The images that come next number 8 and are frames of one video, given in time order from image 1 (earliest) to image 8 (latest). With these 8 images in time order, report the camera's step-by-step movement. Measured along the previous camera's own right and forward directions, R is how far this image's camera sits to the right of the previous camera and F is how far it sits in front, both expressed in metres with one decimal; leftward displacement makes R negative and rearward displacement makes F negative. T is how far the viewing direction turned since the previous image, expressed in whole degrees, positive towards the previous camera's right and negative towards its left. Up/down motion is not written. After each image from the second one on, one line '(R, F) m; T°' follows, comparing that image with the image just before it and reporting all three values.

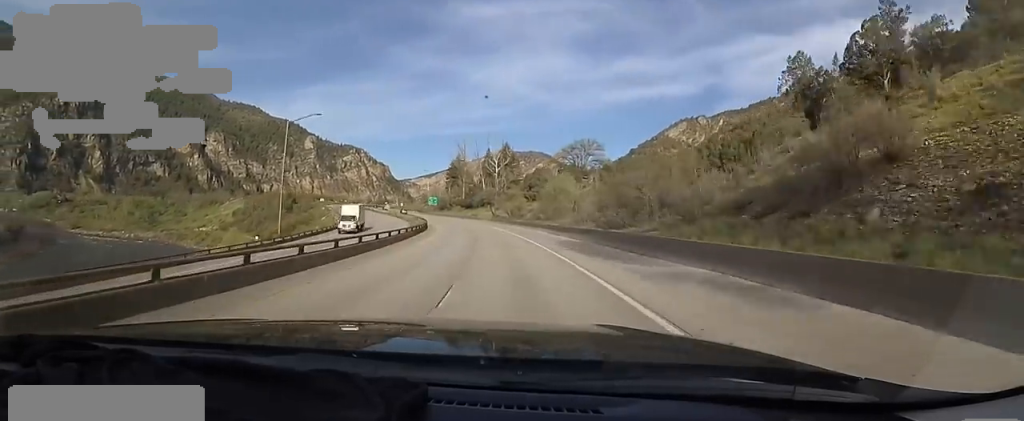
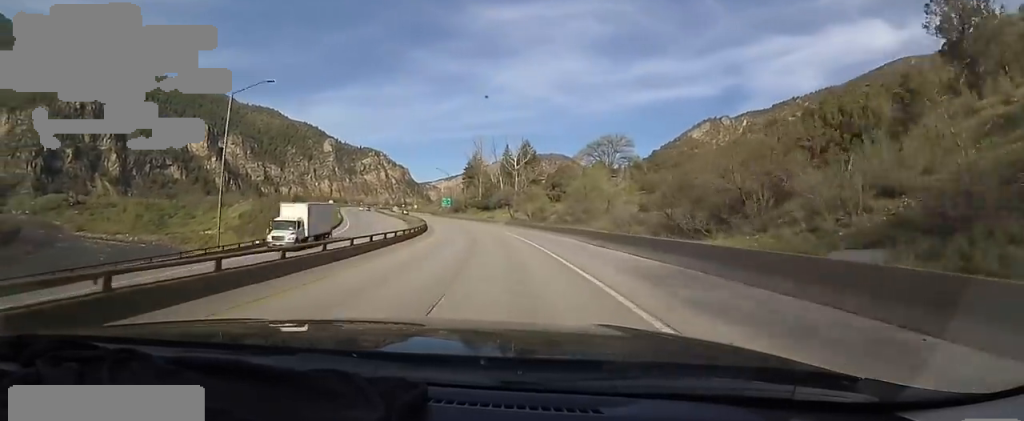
(-0.1, +13.3) m; -2°
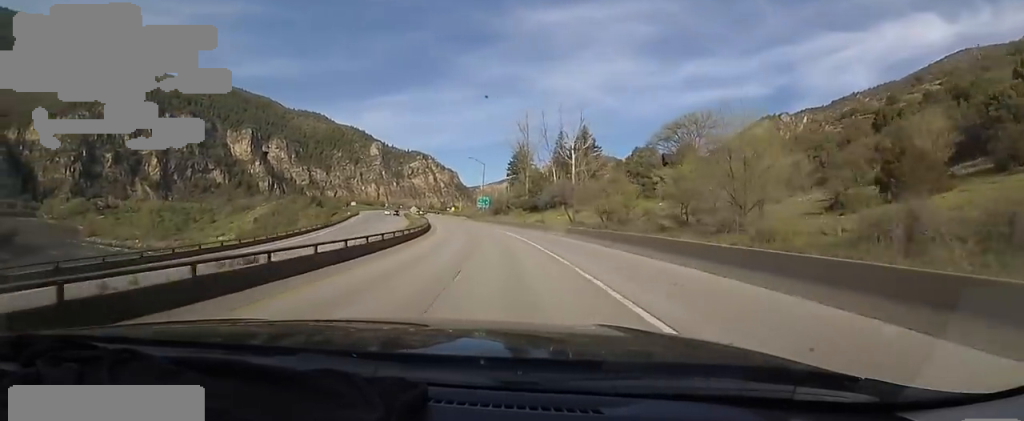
(-1.2, +31.8) m; -5°
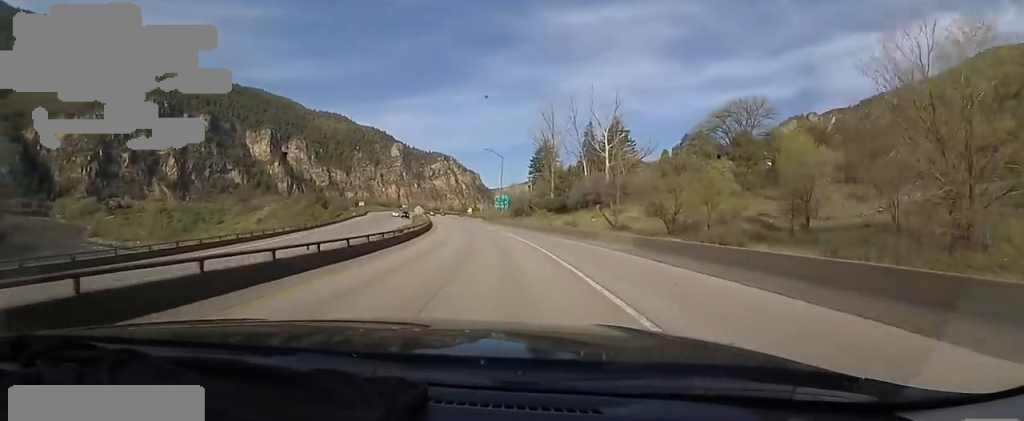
(-0.3, +15.2) m; -3°
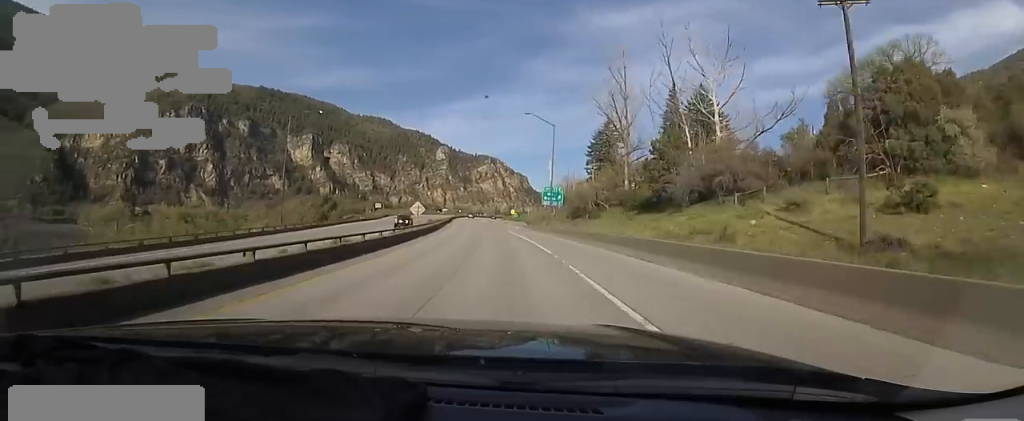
(-2.1, +32.2) m; -7°
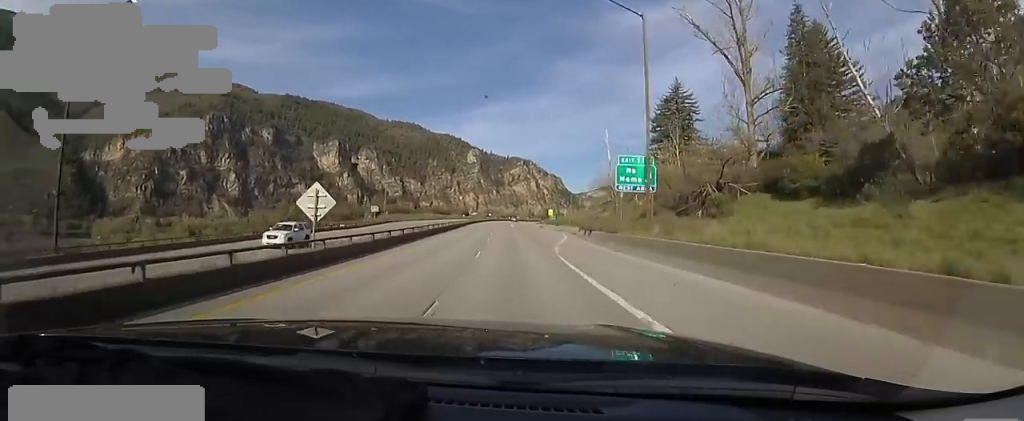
(-0.6, +31.6) m; -2°
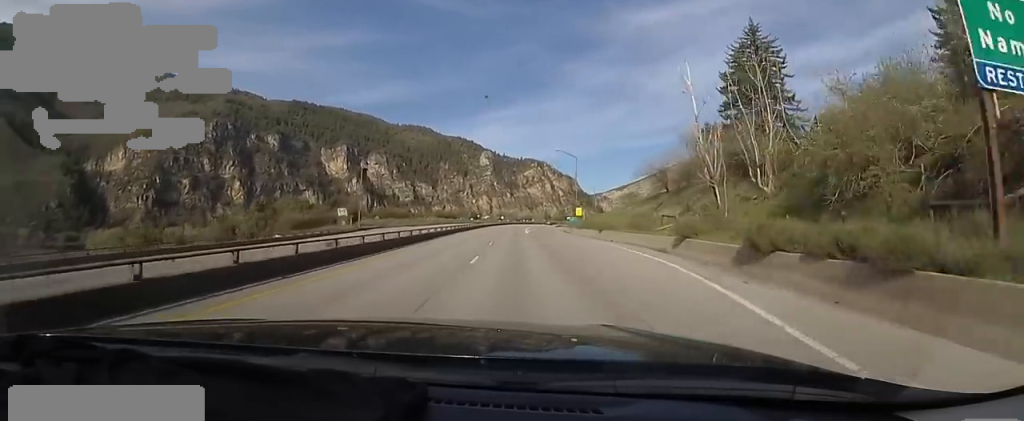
(-0.9, +26.4) m; -3°
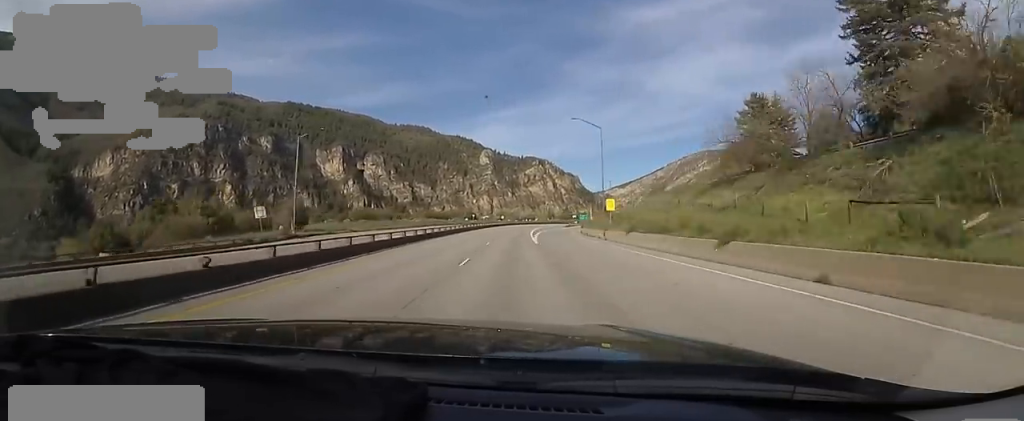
(-0.3, +25.5) m; -1°
